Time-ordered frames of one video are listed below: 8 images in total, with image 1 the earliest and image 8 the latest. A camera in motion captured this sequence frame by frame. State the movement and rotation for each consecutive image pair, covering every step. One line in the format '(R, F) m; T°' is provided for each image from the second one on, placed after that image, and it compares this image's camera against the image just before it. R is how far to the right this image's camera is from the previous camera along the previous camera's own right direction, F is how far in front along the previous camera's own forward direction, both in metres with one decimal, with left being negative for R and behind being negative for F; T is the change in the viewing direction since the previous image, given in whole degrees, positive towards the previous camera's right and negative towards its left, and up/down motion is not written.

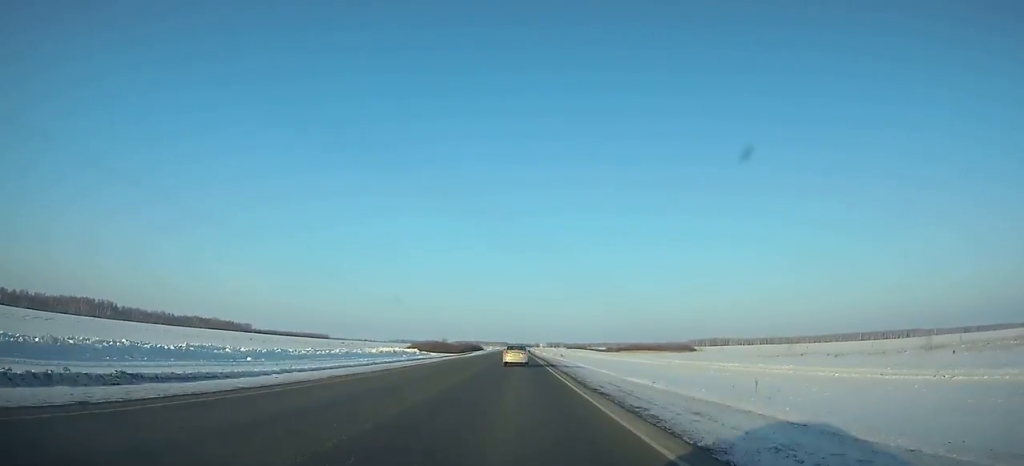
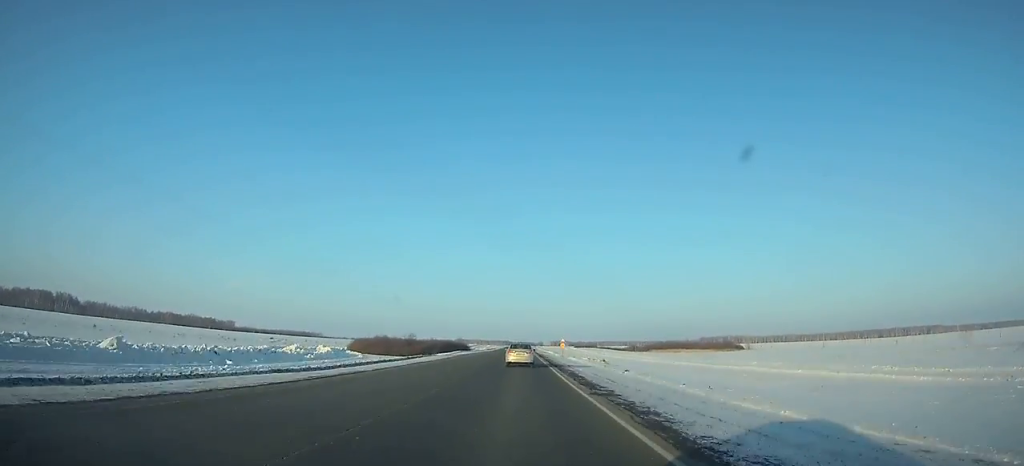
(-0.1, +74.3) m; 0°
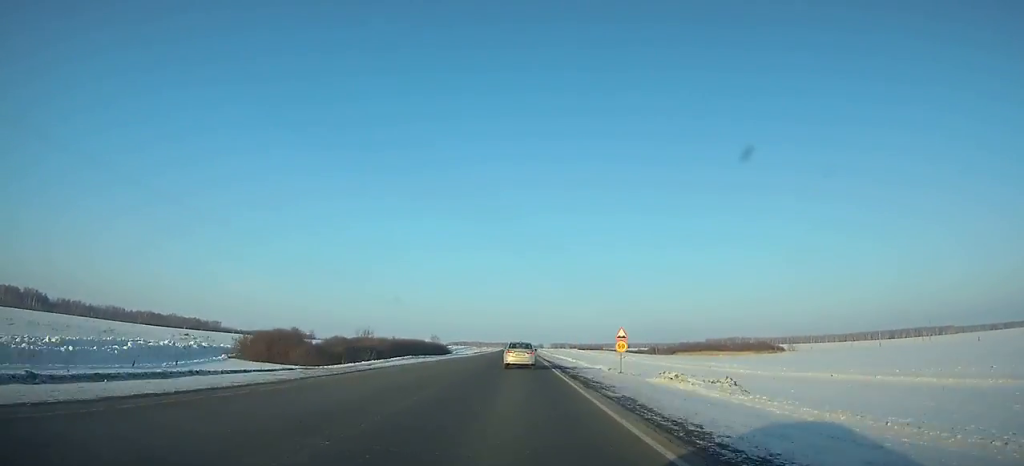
(-0.1, +46.7) m; 0°
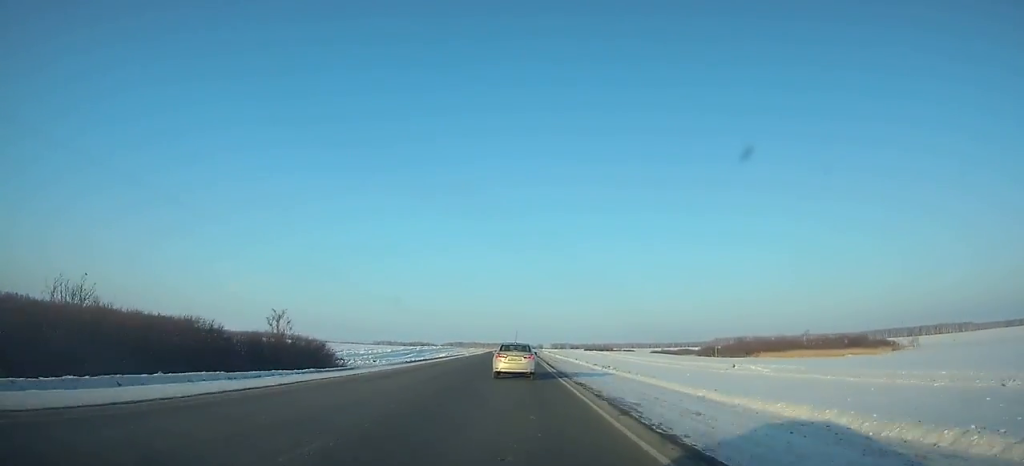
(0.0, +78.8) m; 0°
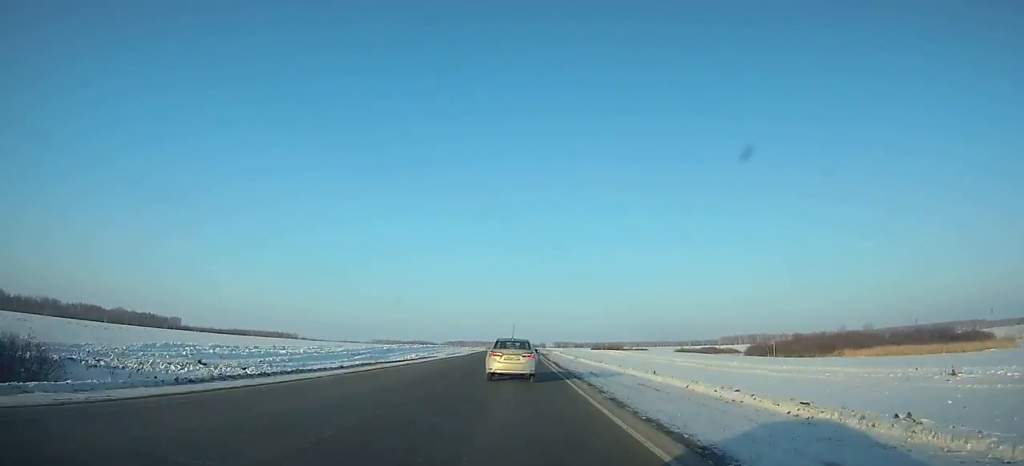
(+0.1, +37.0) m; 0°
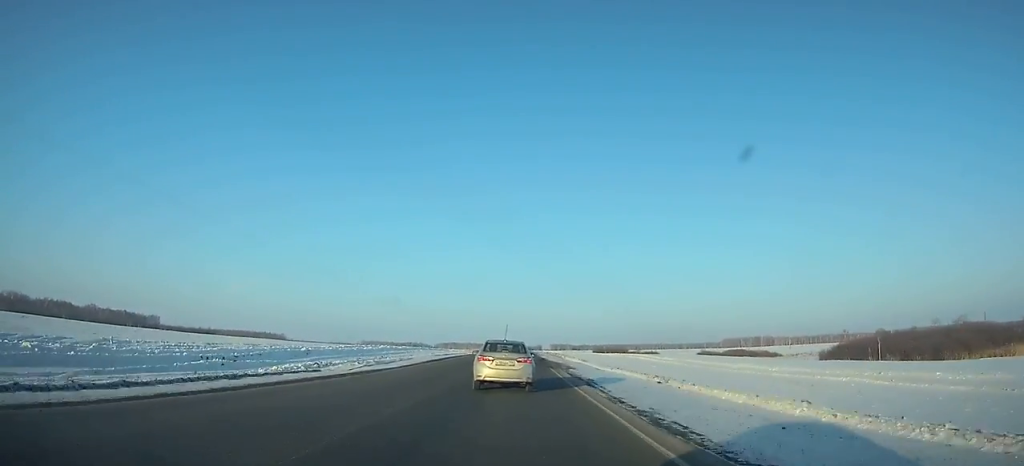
(-0.2, +42.5) m; 0°
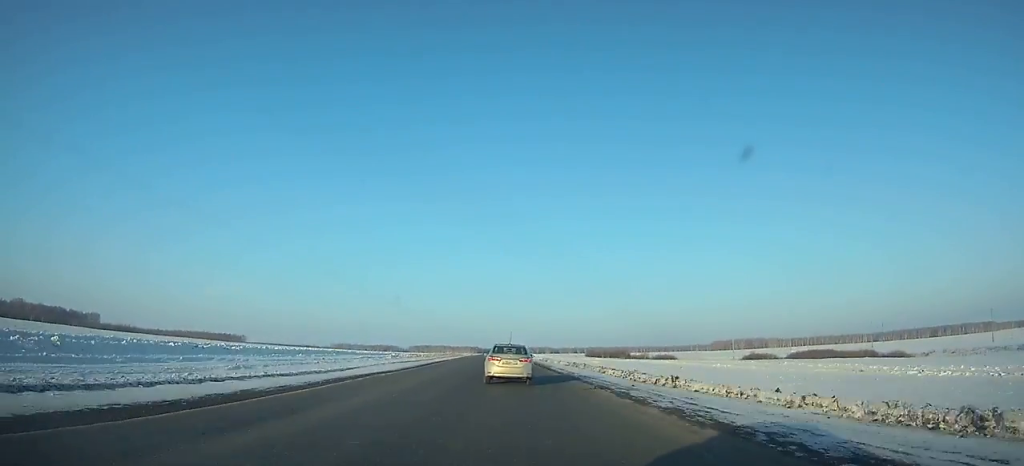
(+0.6, +86.1) m; +1°
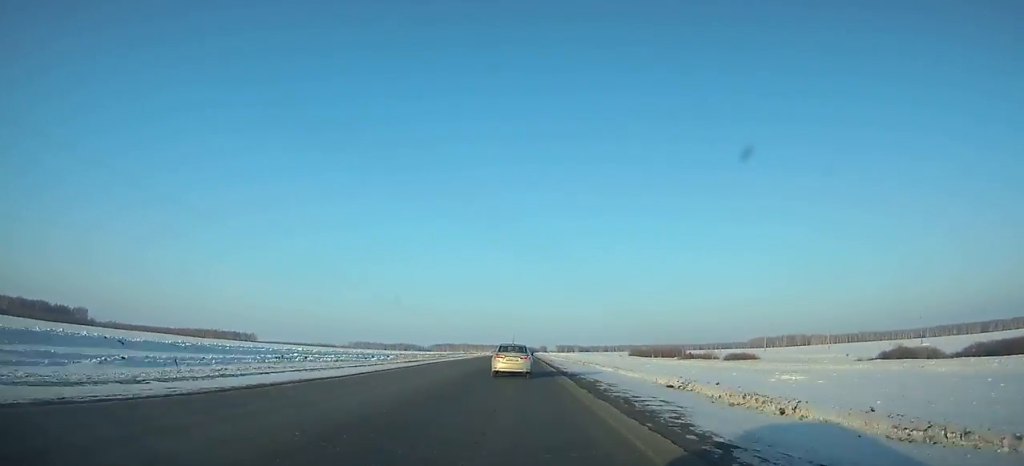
(+0.2, +76.8) m; 0°
